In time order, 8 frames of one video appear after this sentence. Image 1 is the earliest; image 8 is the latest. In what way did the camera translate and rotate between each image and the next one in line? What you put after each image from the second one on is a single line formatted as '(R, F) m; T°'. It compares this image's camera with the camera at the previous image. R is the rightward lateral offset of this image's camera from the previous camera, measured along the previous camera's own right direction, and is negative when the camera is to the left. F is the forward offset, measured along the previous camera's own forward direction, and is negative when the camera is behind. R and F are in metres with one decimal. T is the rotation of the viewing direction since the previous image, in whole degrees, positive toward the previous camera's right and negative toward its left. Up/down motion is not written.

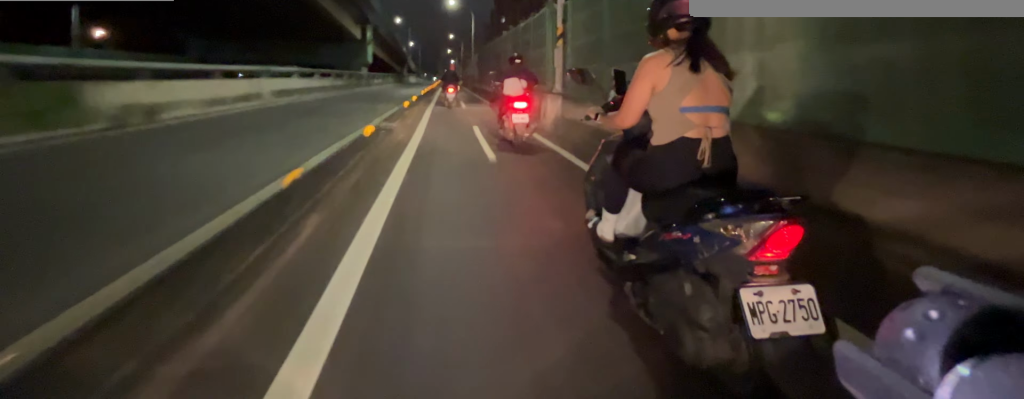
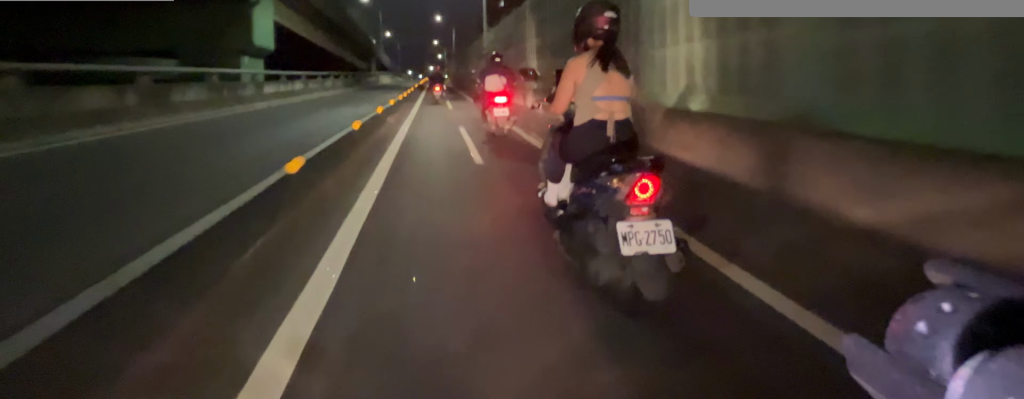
(+0.5, +20.2) m; +3°
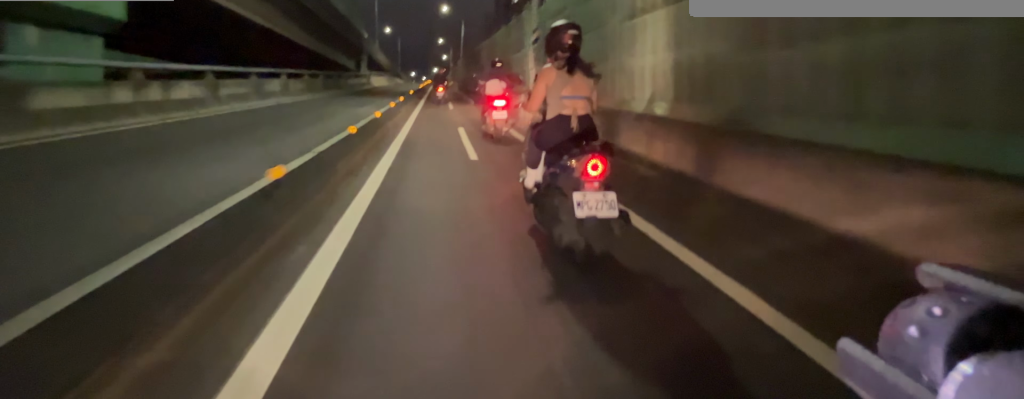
(+0.2, +9.5) m; +1°
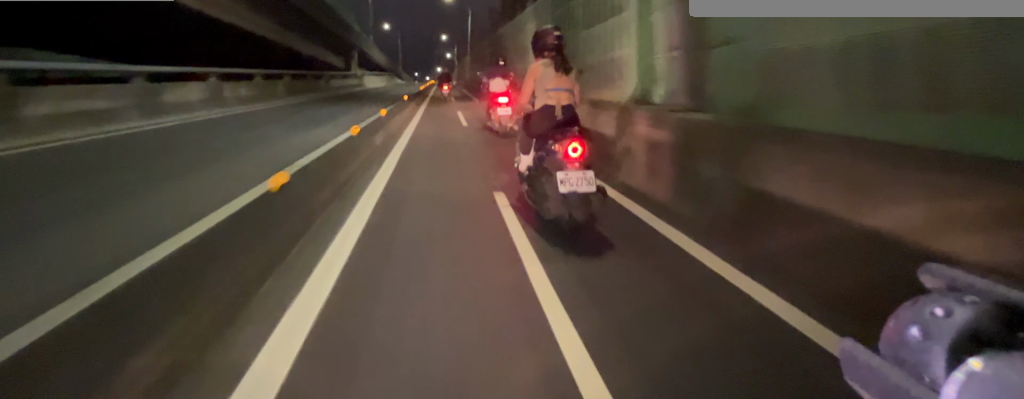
(0.0, +6.2) m; -1°
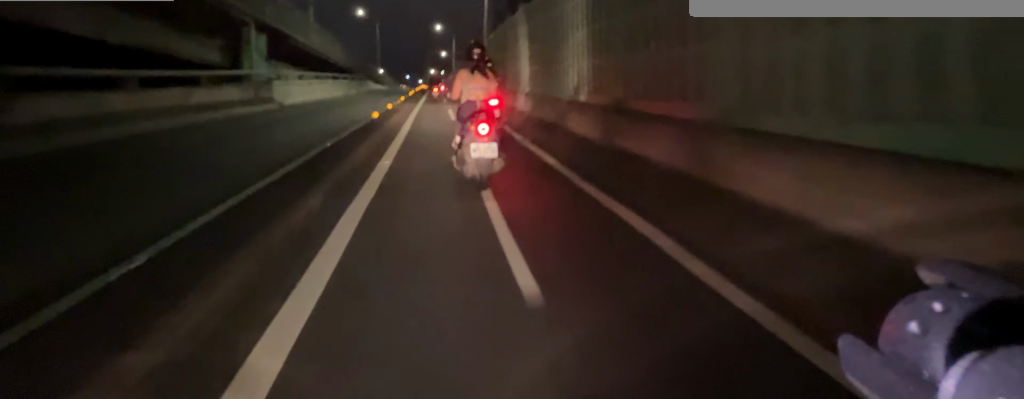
(-0.5, +18.3) m; -2°
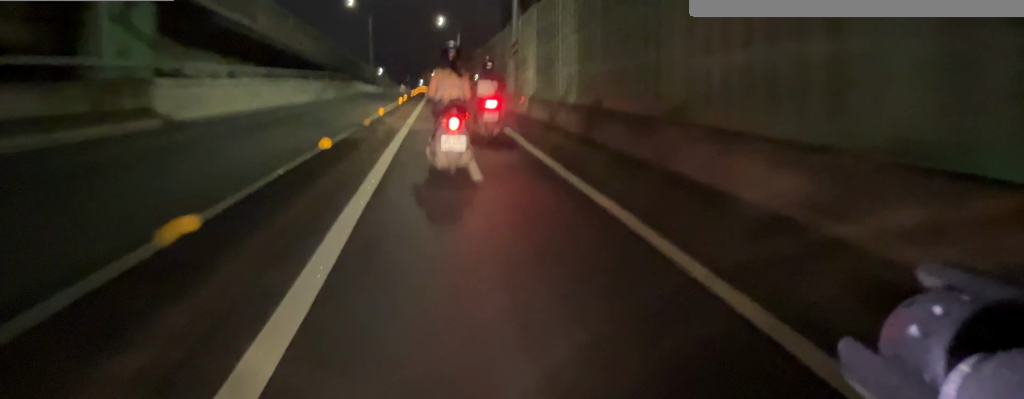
(0.0, +7.4) m; 0°
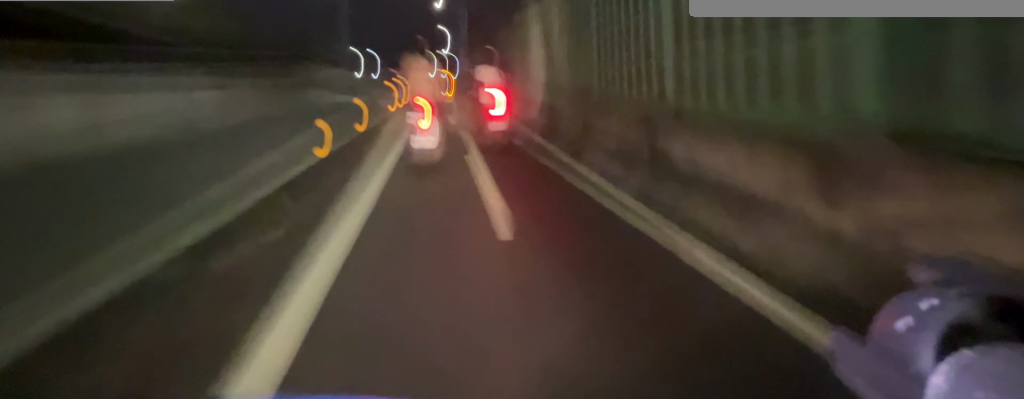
(-0.1, +11.9) m; 0°
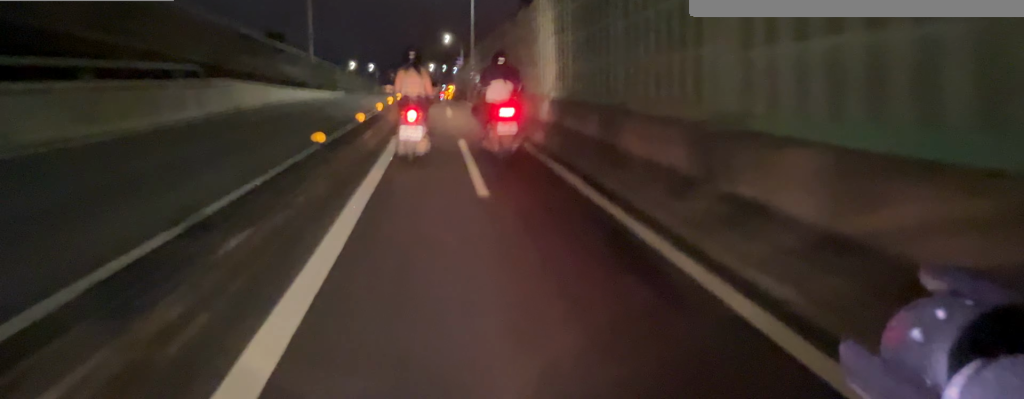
(0.0, +8.9) m; 0°
